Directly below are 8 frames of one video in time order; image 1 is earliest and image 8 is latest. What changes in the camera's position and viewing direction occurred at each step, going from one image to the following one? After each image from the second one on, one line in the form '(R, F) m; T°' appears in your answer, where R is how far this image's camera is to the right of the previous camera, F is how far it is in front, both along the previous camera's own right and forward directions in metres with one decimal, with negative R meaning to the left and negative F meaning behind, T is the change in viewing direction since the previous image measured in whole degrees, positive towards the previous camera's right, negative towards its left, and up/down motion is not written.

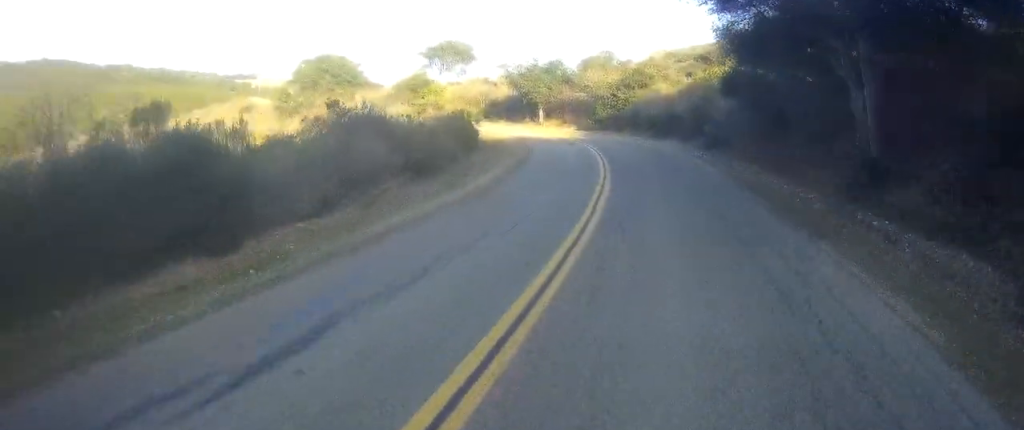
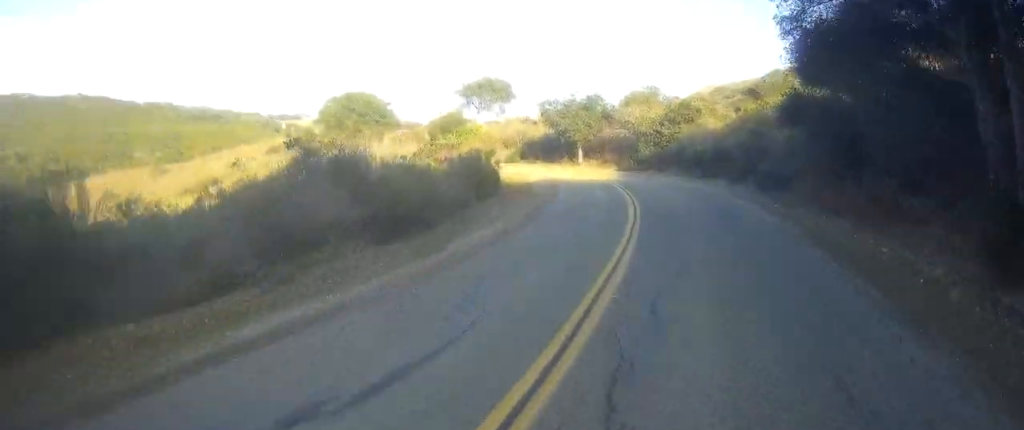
(-0.1, +5.8) m; -4°
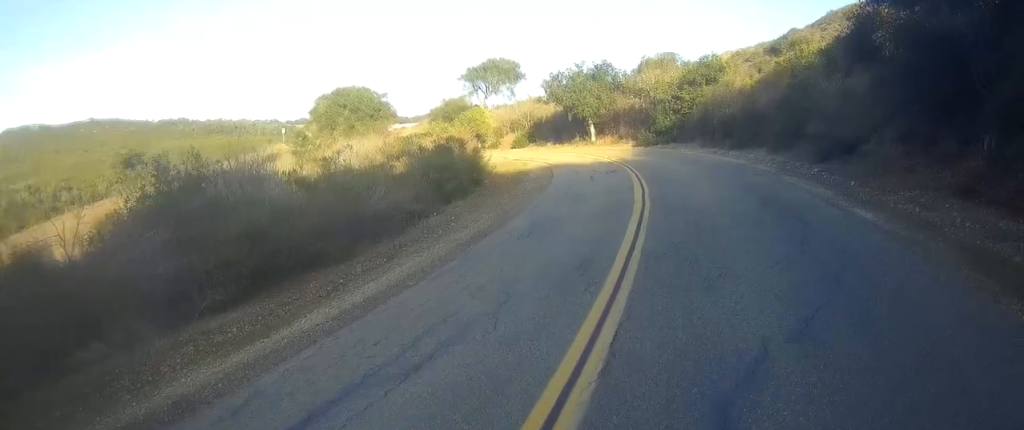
(-0.5, +7.8) m; -5°
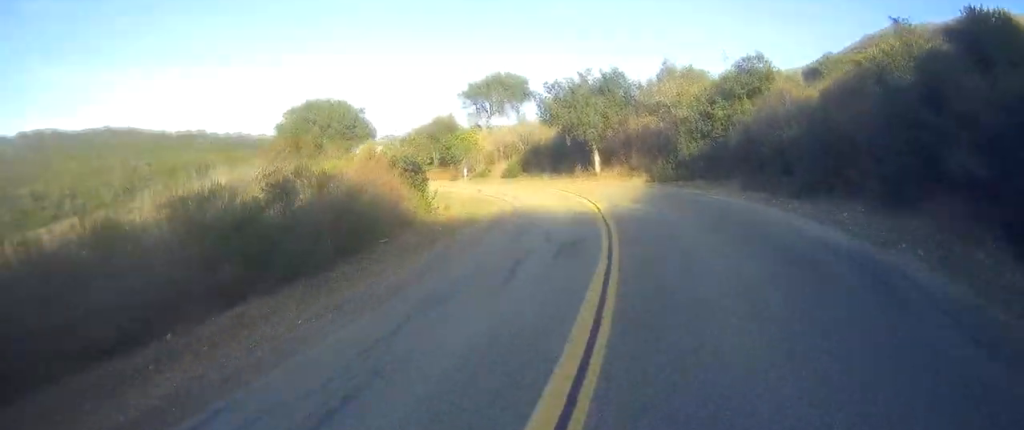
(-0.5, +13.3) m; -6°
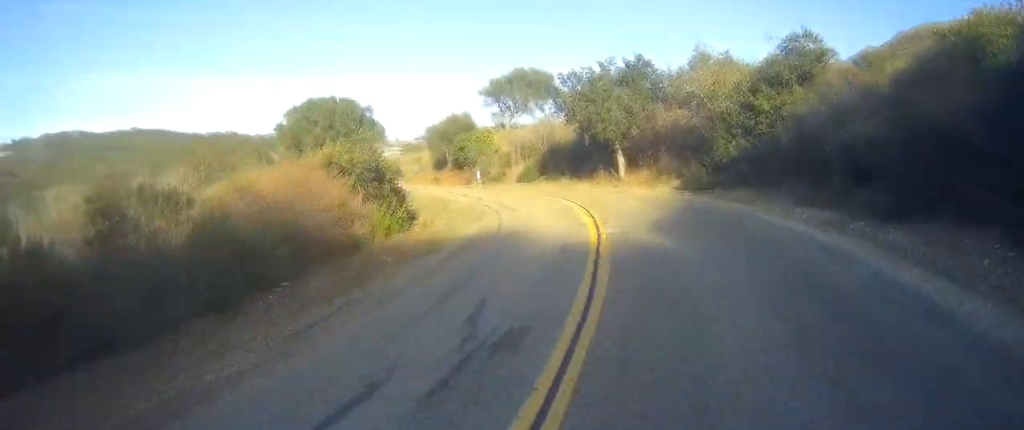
(-0.3, +6.3) m; -3°
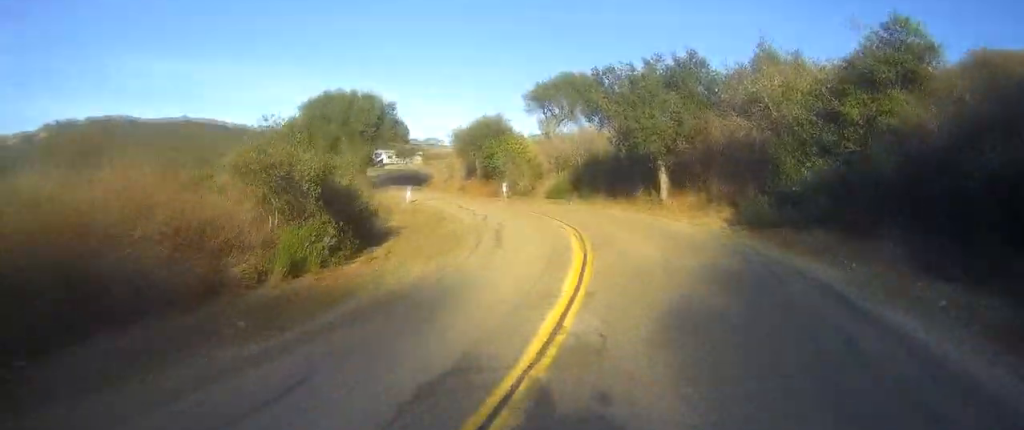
(-0.2, +7.4) m; -3°
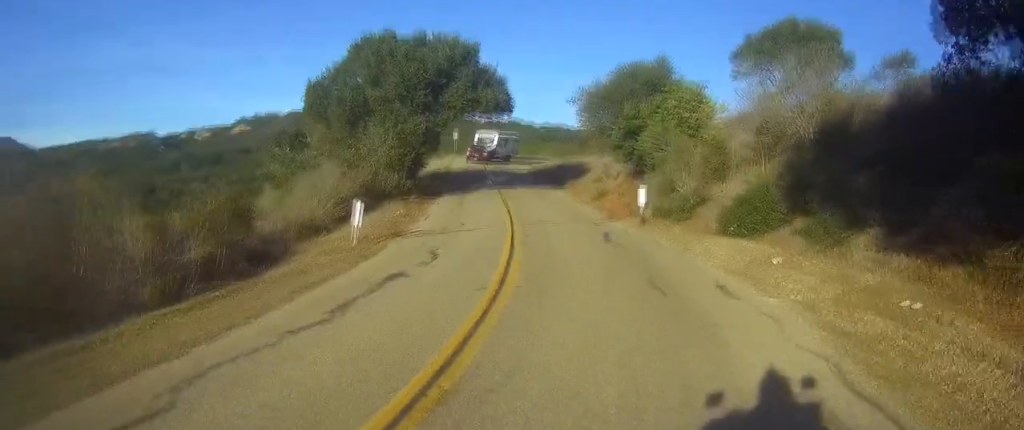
(-4.8, +28.9) m; -20°
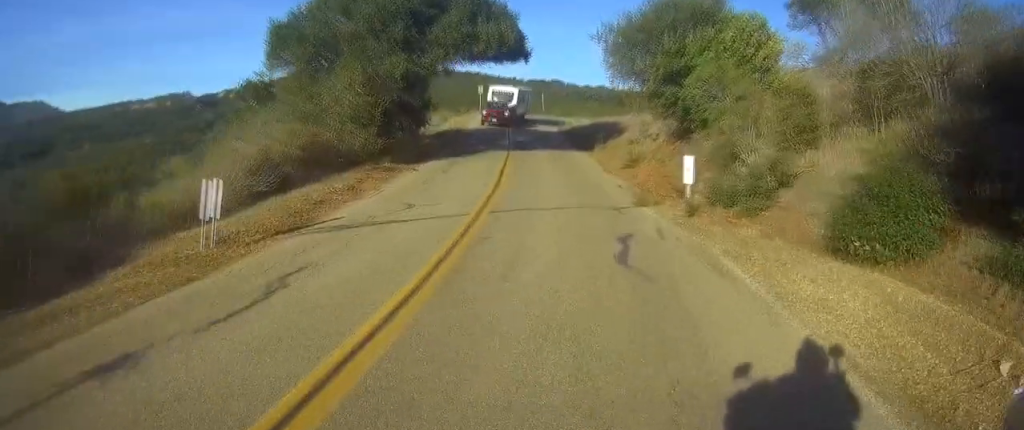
(-0.4, +8.1) m; -5°
